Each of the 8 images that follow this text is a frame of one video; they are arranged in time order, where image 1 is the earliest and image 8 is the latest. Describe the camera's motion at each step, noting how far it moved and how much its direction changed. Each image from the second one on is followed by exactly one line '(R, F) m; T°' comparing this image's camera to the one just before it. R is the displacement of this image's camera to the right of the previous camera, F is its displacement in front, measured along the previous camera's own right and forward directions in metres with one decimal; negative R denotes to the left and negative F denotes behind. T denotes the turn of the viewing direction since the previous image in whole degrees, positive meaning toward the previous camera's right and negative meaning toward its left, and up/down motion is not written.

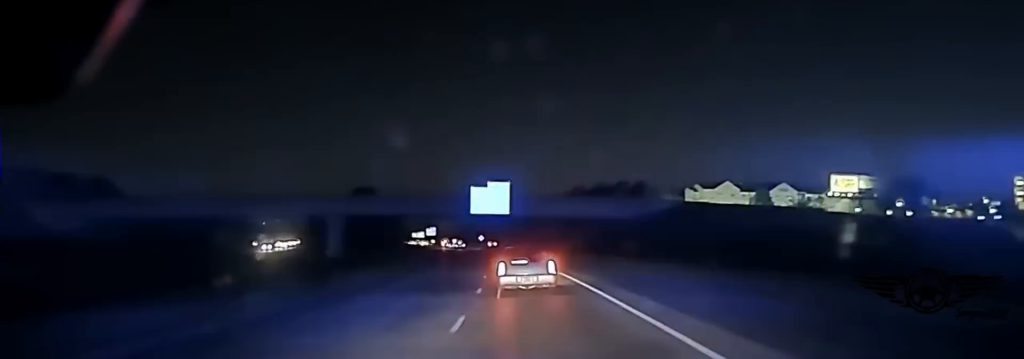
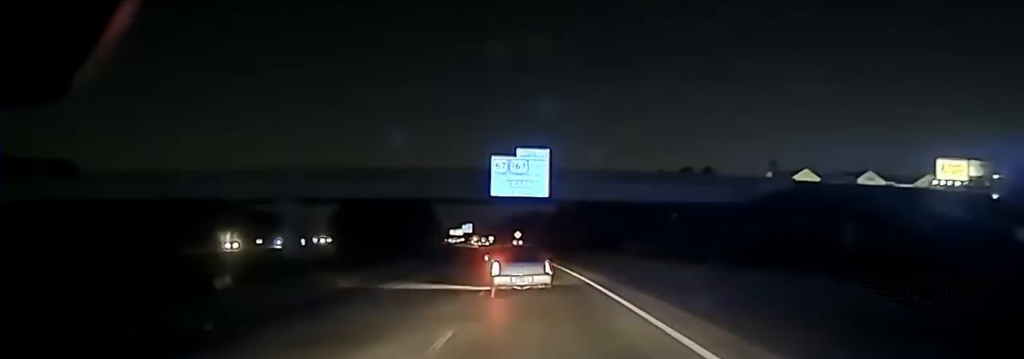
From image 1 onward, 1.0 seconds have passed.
(-0.6, +40.6) m; -2°
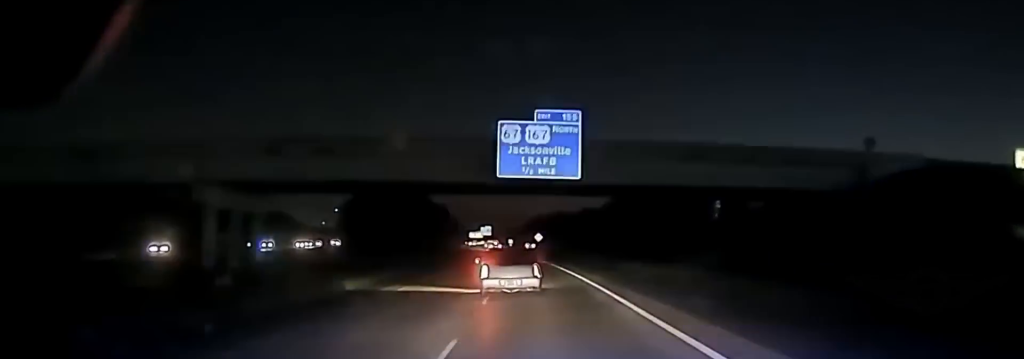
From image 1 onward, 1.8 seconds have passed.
(-0.7, +27.1) m; -1°
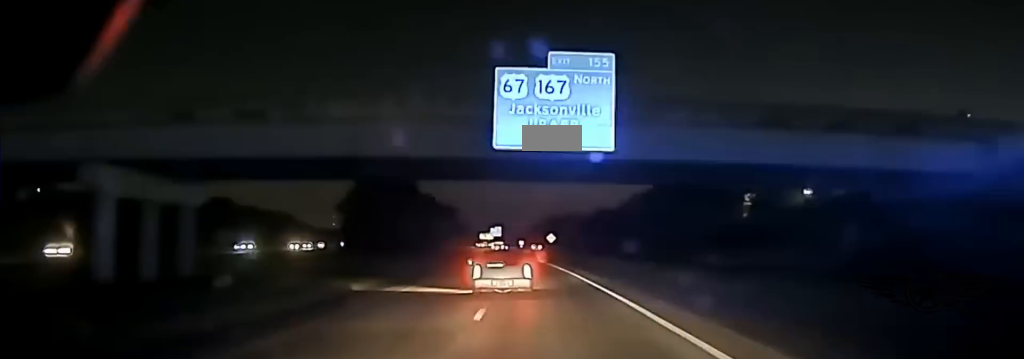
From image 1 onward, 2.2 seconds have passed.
(-0.1, +16.1) m; -1°
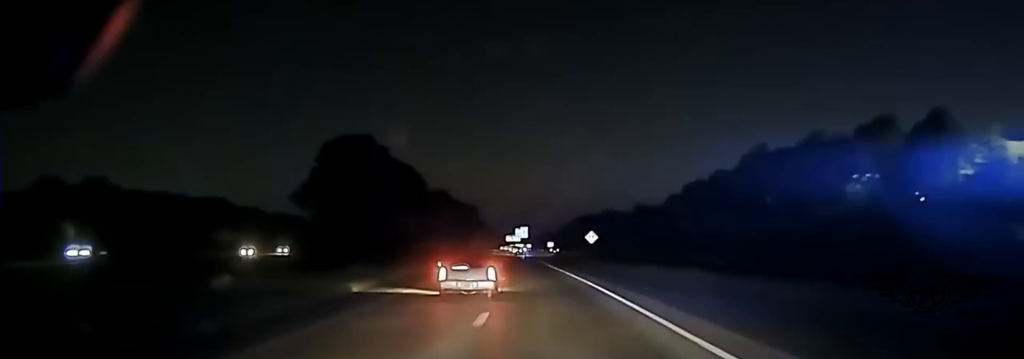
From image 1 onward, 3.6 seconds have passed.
(-0.7, +44.9) m; -2°
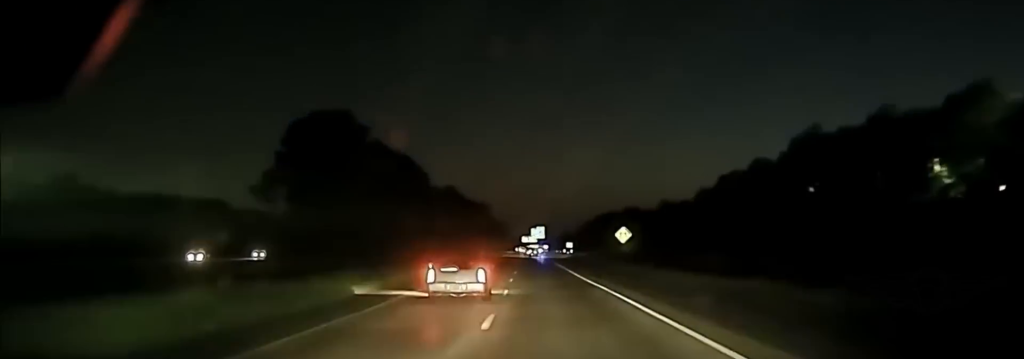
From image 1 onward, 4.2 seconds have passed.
(-0.2, +21.9) m; -1°
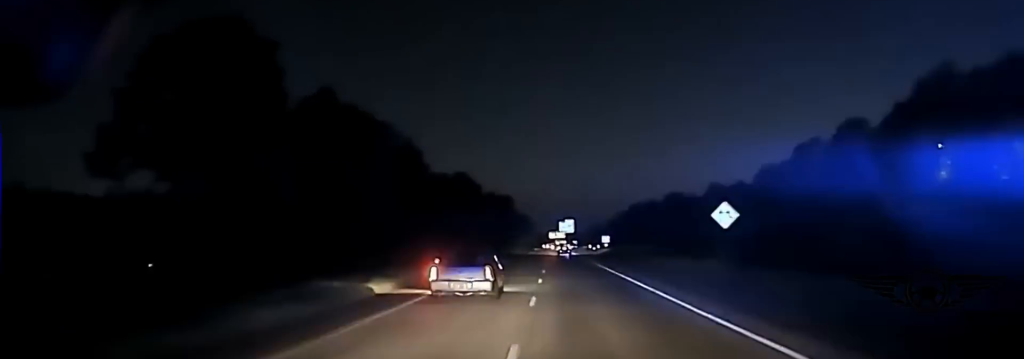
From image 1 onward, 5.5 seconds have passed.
(-0.5, +42.7) m; -1°
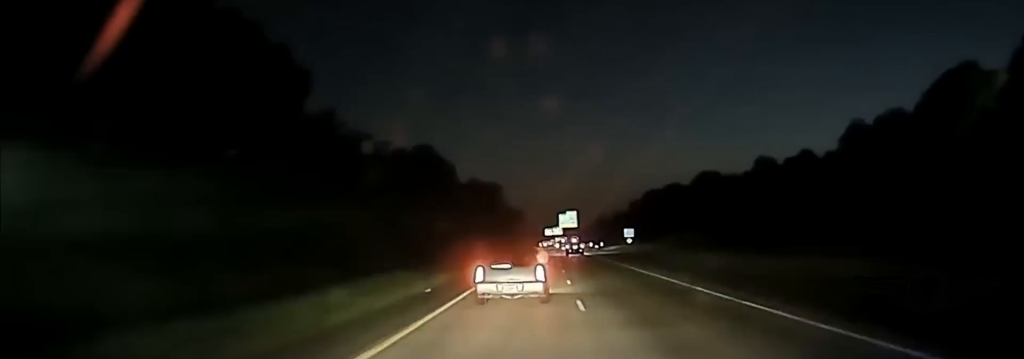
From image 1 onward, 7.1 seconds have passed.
(+0.3, +69.2) m; +1°
